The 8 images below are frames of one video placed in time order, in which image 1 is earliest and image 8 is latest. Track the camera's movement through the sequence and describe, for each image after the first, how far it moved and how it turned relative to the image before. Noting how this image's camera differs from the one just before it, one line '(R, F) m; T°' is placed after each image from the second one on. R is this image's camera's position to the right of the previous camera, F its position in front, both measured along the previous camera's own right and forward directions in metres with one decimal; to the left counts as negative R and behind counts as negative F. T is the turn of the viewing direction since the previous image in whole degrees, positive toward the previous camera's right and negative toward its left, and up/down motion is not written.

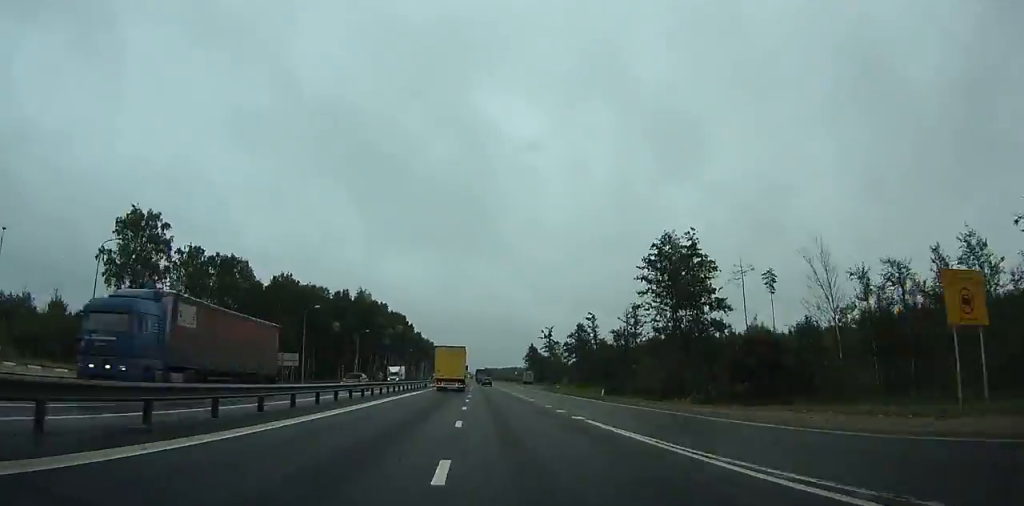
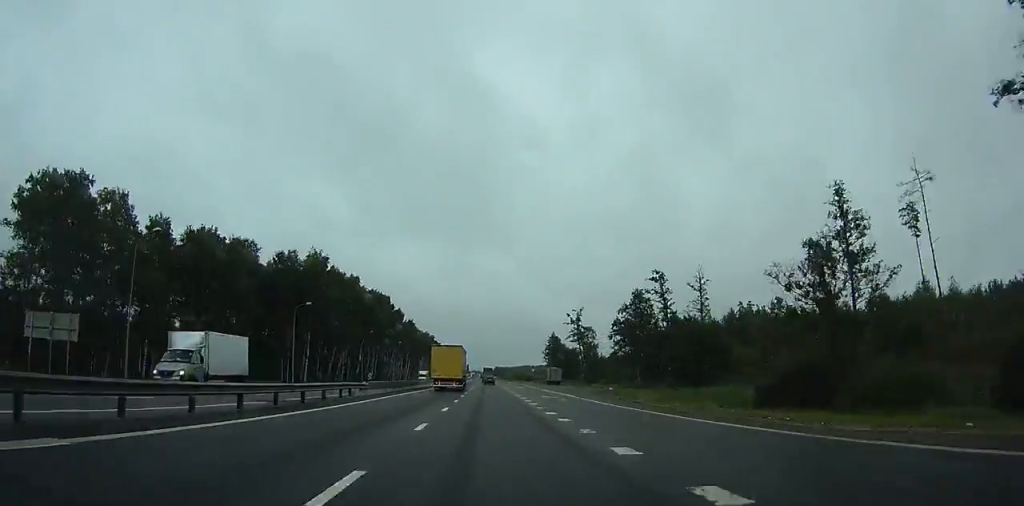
(+0.1, +41.1) m; 0°
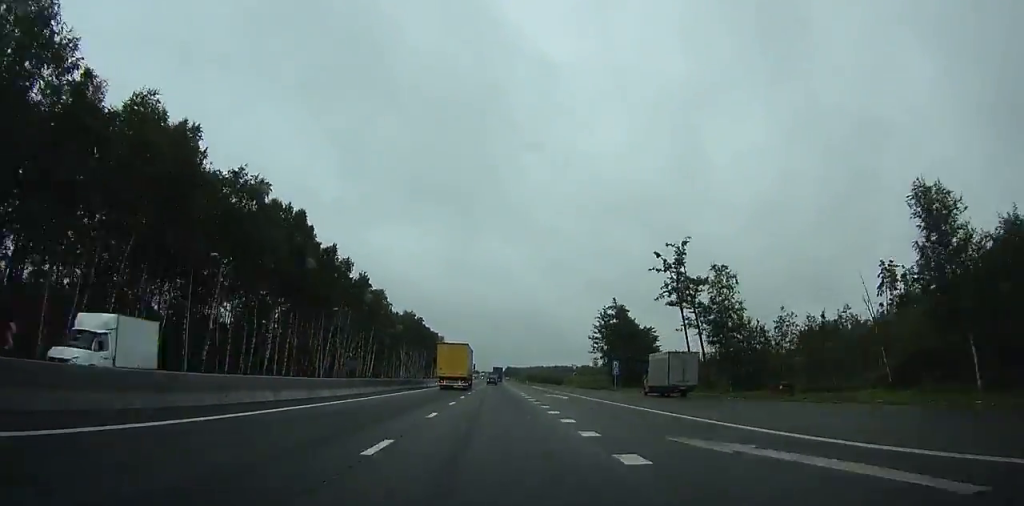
(-0.4, +68.4) m; -1°
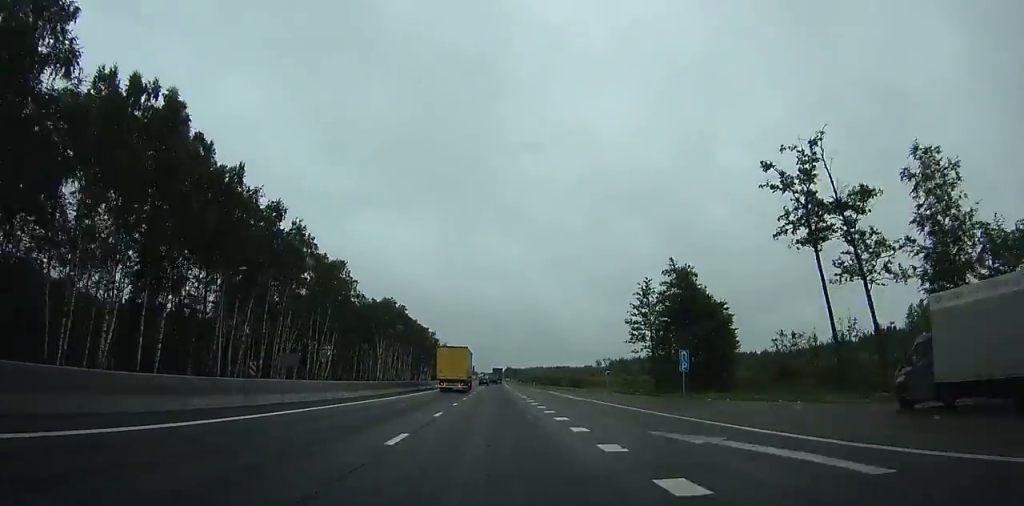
(-0.2, +30.5) m; 0°
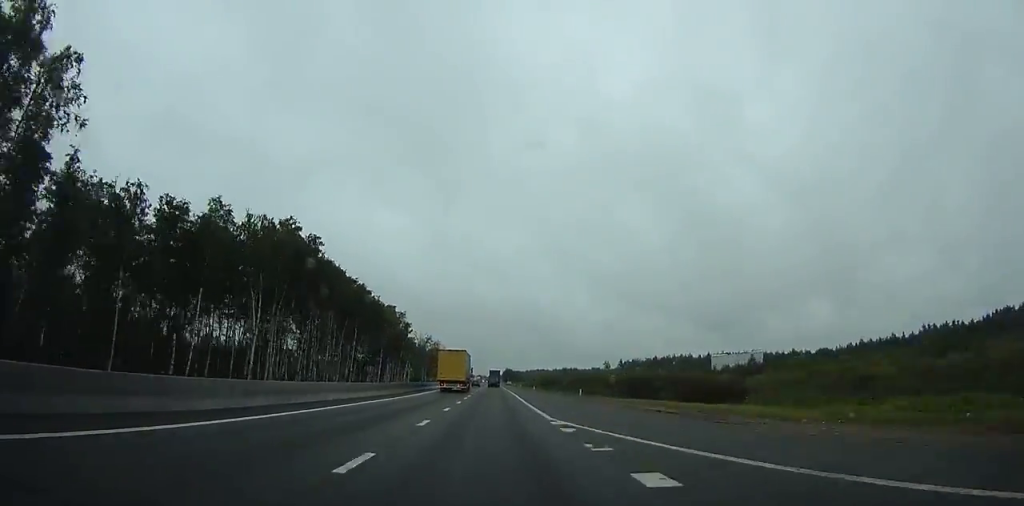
(-0.2, +67.9) m; 0°
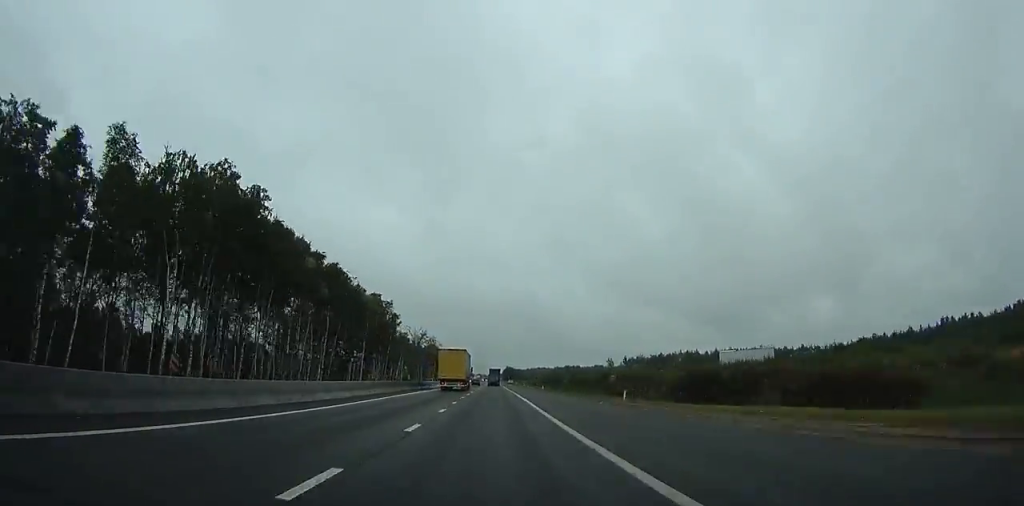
(0.0, +17.9) m; 0°
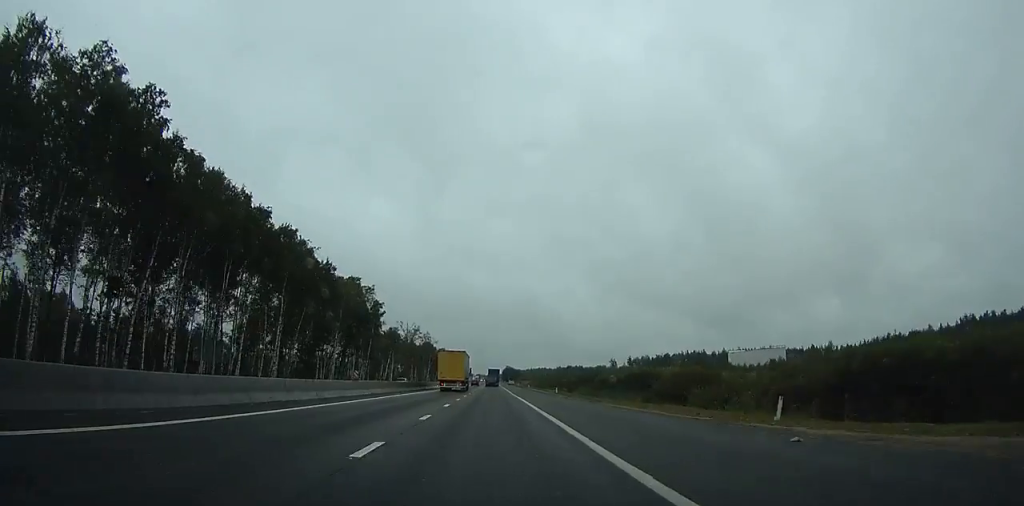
(0.0, +19.5) m; 0°
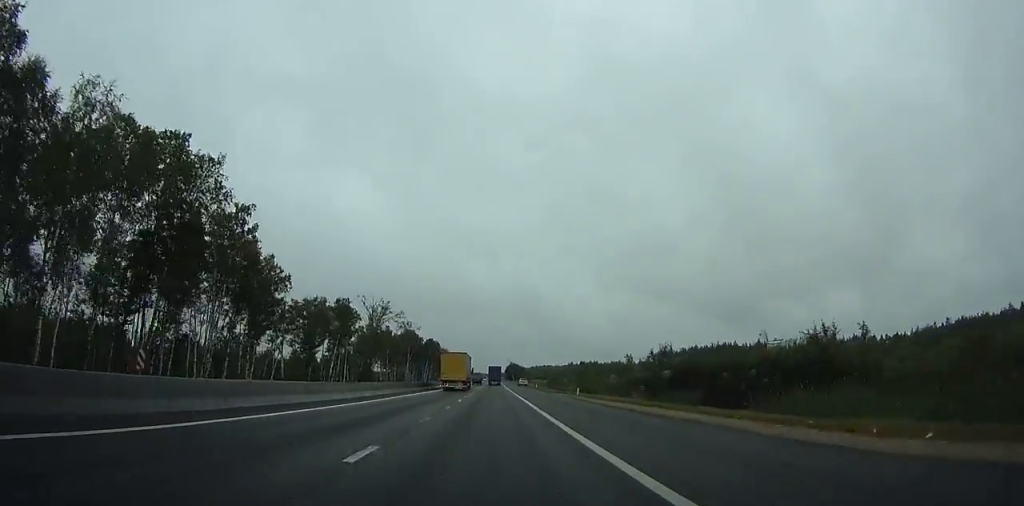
(+0.1, +64.3) m; 0°
